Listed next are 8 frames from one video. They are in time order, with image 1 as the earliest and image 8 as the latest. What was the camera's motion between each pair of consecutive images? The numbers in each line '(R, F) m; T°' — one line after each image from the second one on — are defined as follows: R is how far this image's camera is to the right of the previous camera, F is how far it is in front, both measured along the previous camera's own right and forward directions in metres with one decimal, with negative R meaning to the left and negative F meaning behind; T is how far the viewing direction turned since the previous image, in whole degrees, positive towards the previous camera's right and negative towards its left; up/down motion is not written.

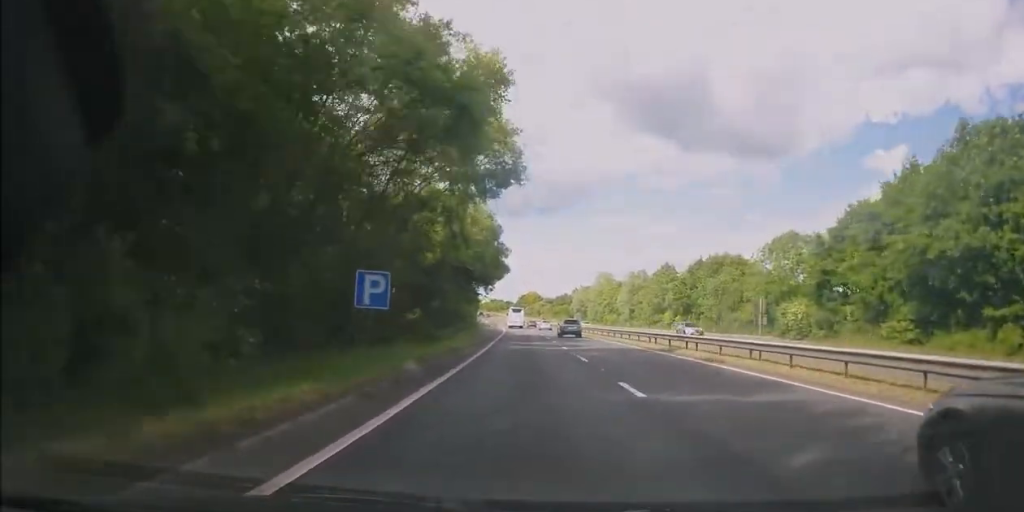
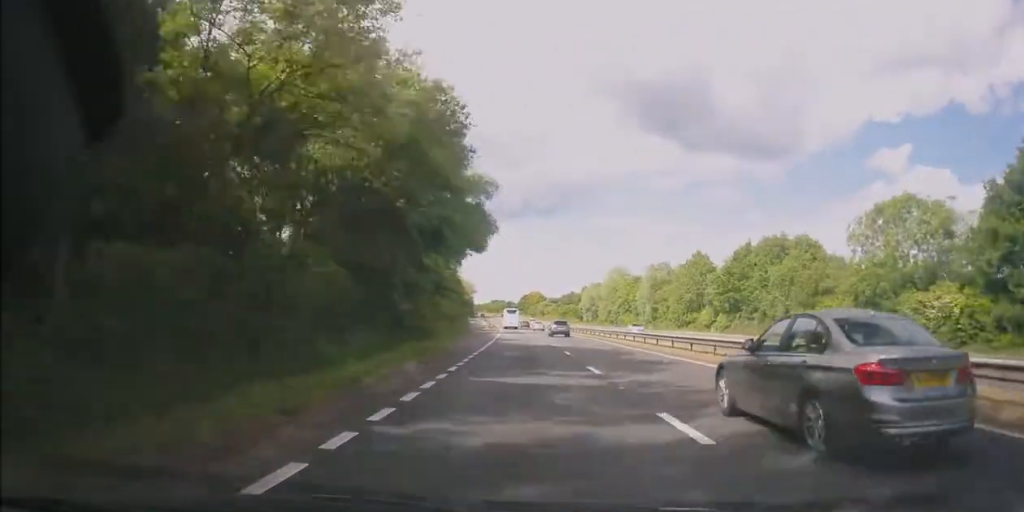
(0.0, +22.4) m; 0°
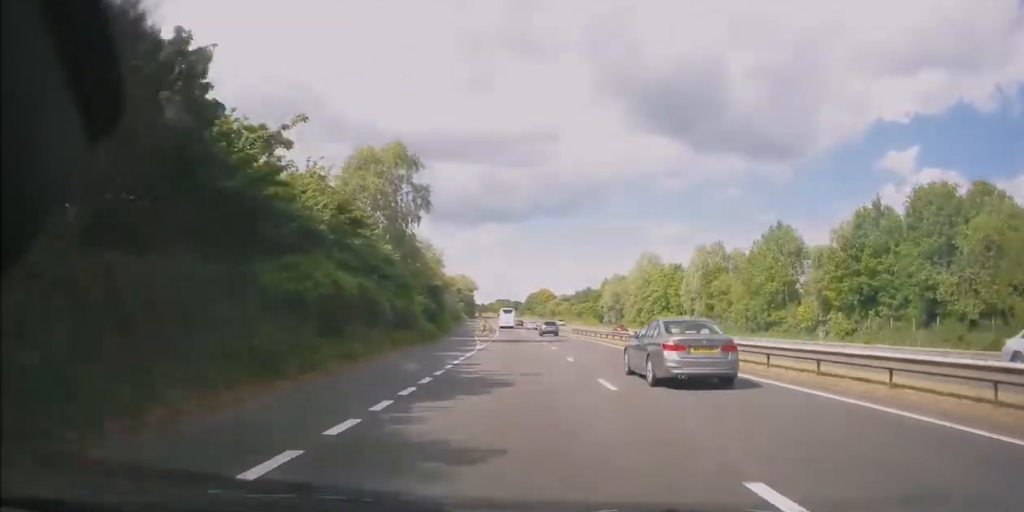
(-0.2, +31.4) m; -1°
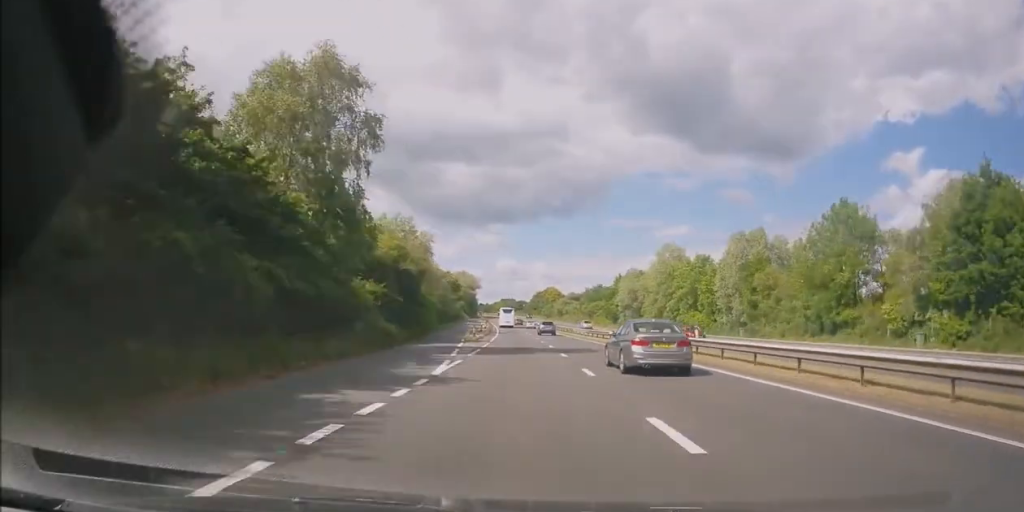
(-0.1, +14.9) m; -1°
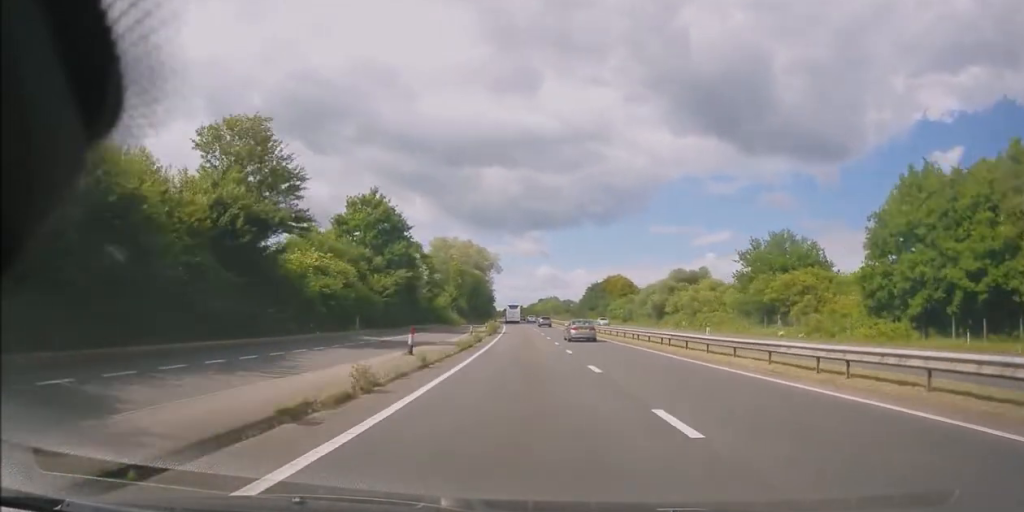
(-3.5, +100.3) m; -4°
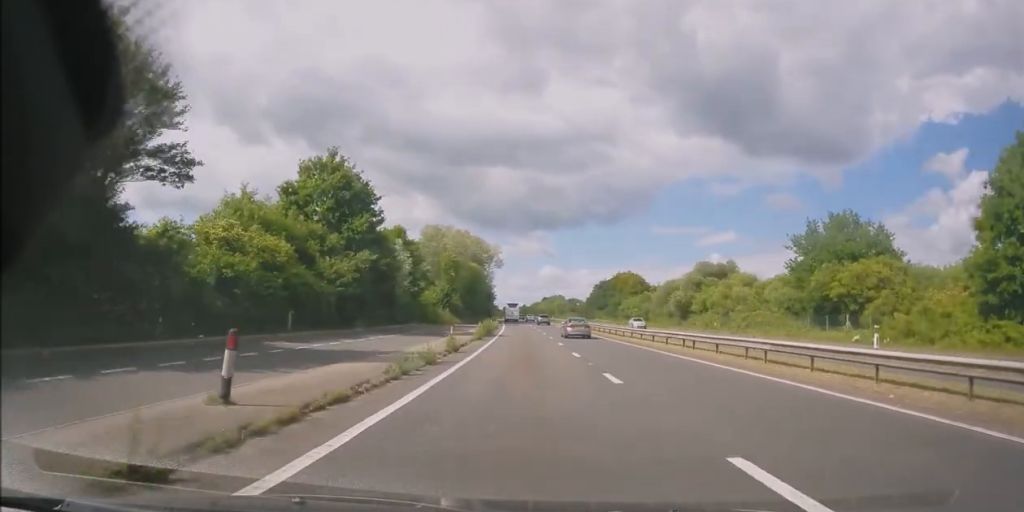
(0.0, +12.4) m; 0°
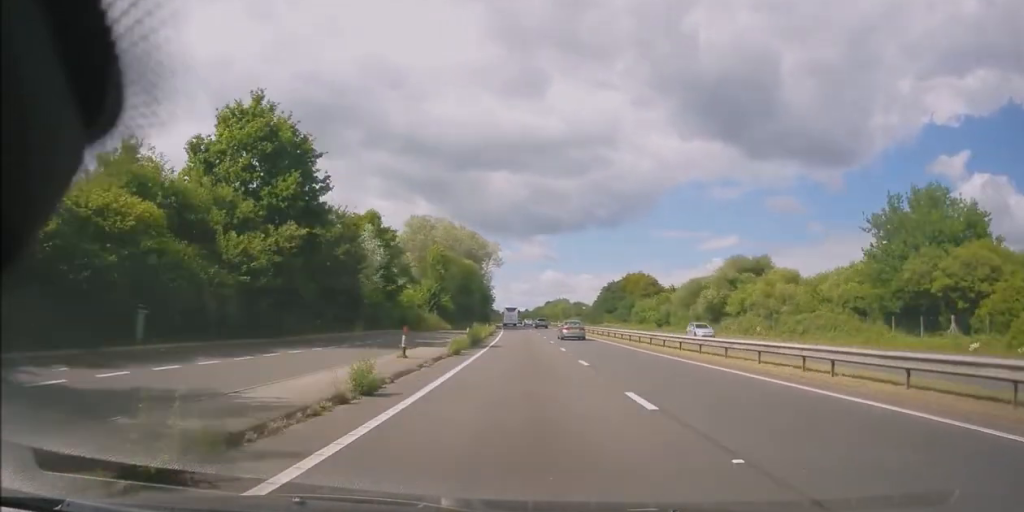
(-0.2, +12.3) m; 0°
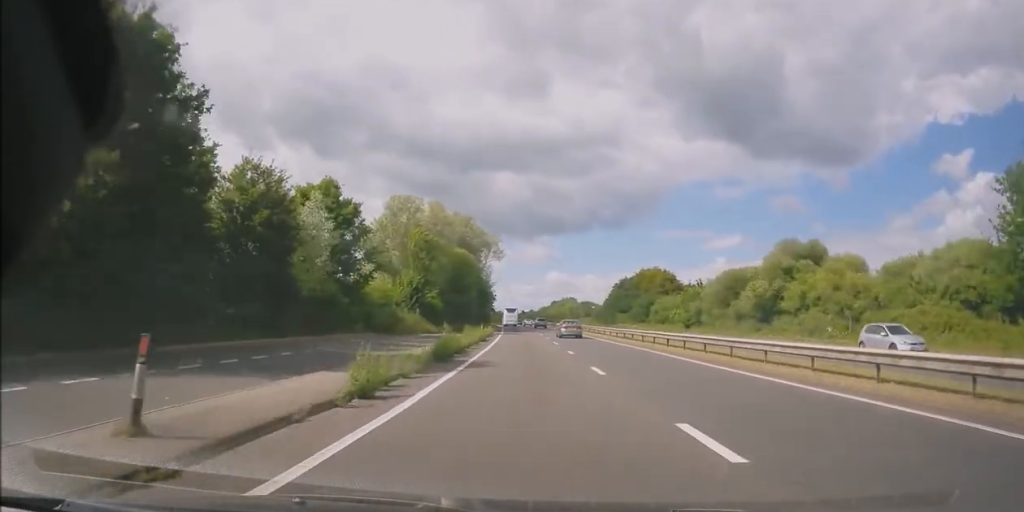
(-0.1, +13.2) m; 0°
